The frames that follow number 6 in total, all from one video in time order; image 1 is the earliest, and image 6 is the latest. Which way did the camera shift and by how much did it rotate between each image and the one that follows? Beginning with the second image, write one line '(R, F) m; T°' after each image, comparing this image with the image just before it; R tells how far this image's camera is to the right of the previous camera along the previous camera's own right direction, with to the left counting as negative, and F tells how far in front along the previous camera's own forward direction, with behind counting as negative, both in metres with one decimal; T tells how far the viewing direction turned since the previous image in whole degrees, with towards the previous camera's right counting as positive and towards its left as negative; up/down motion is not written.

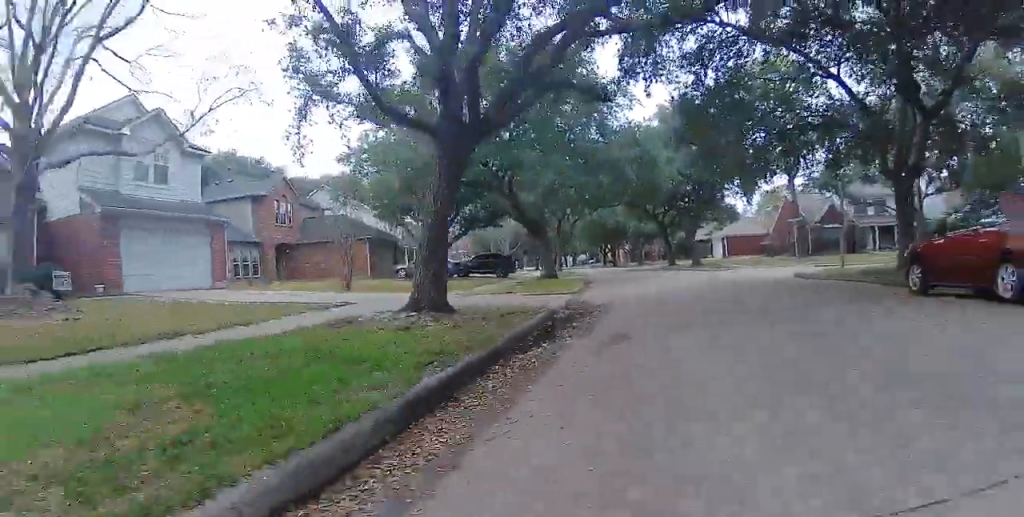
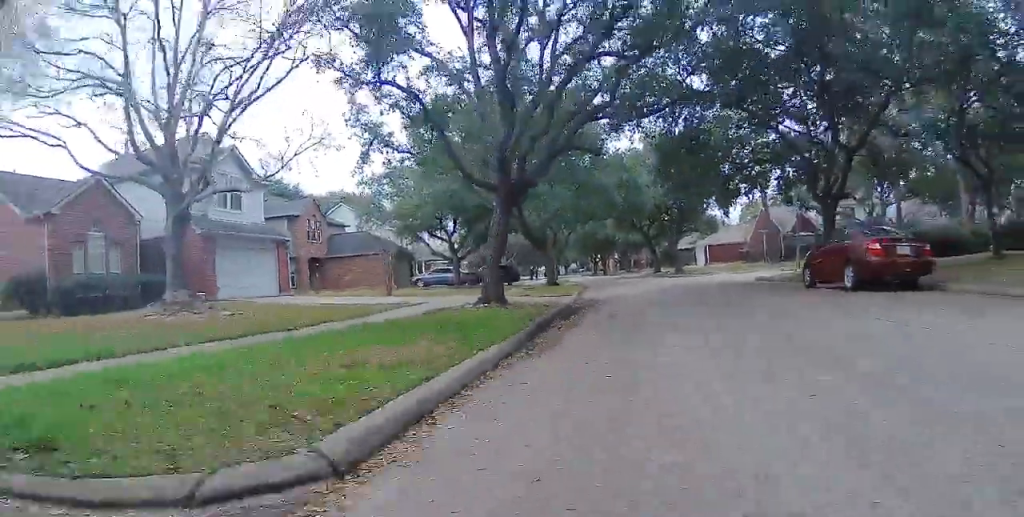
(+0.3, +5.0) m; +3°
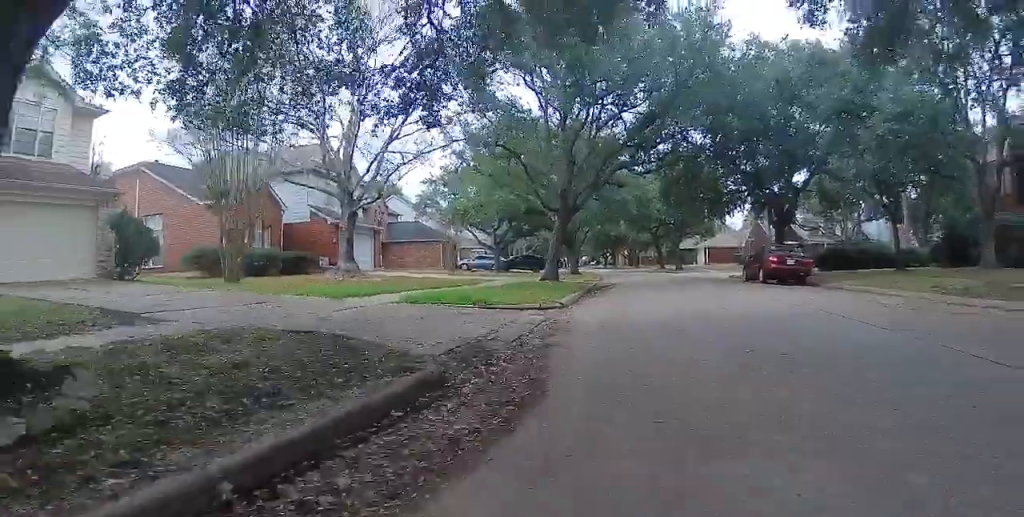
(+0.1, +8.5) m; +1°
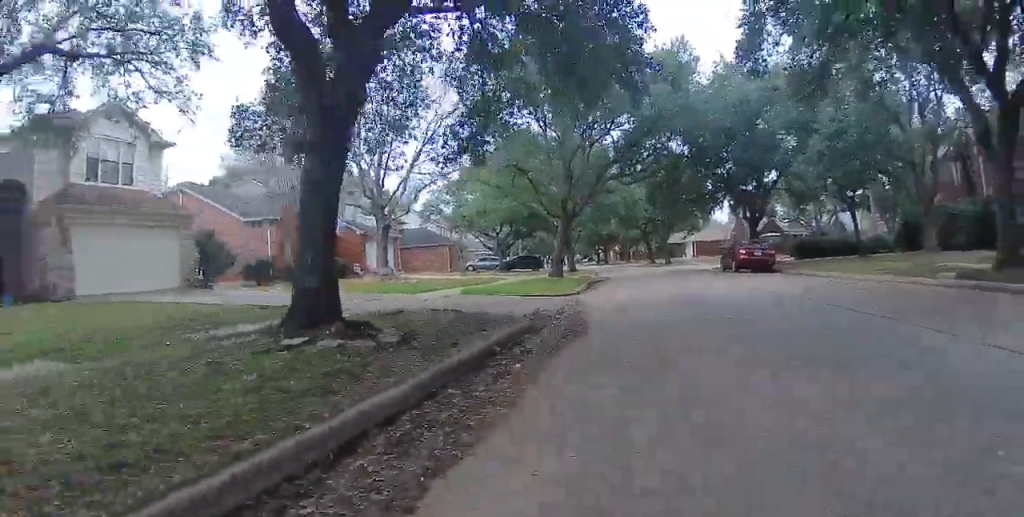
(0.0, +3.9) m; +1°
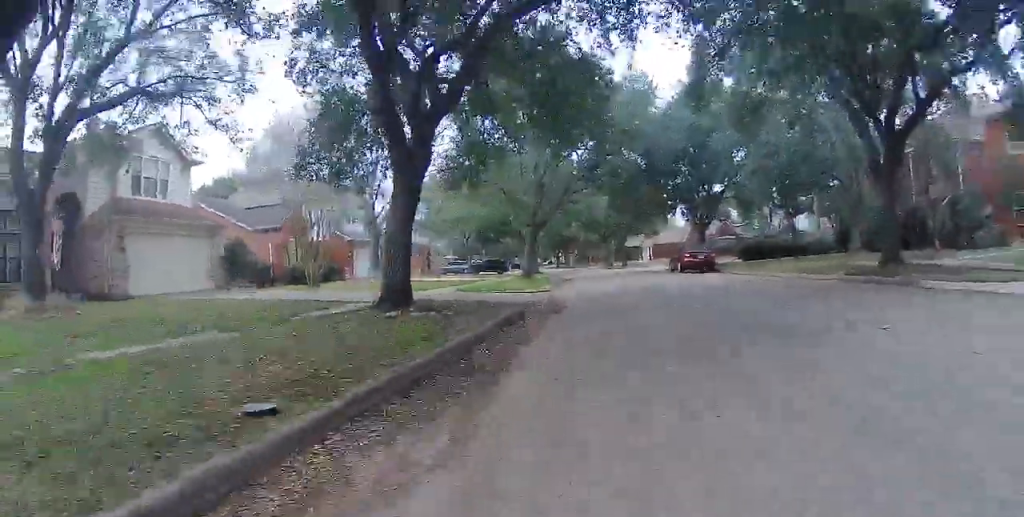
(+0.1, +4.0) m; -1°
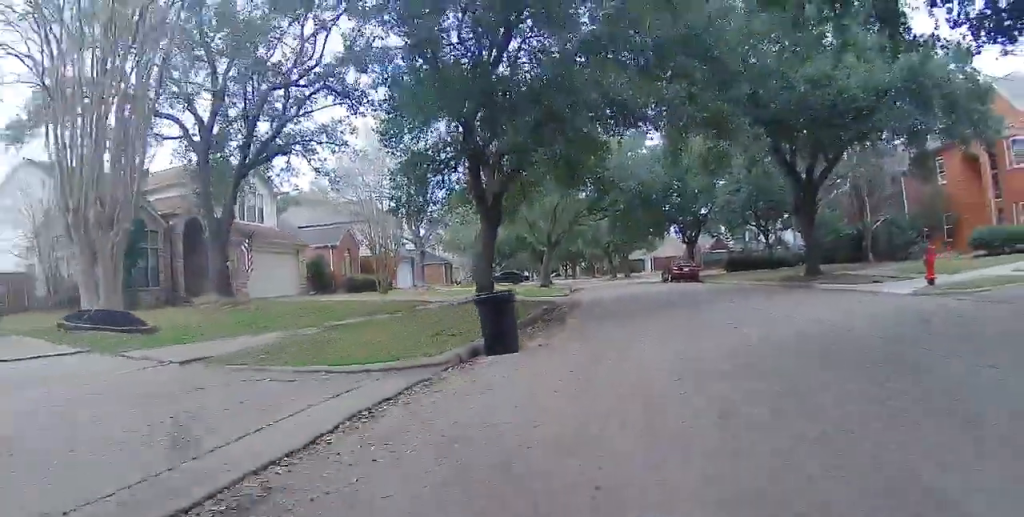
(-0.2, +7.1) m; -2°
